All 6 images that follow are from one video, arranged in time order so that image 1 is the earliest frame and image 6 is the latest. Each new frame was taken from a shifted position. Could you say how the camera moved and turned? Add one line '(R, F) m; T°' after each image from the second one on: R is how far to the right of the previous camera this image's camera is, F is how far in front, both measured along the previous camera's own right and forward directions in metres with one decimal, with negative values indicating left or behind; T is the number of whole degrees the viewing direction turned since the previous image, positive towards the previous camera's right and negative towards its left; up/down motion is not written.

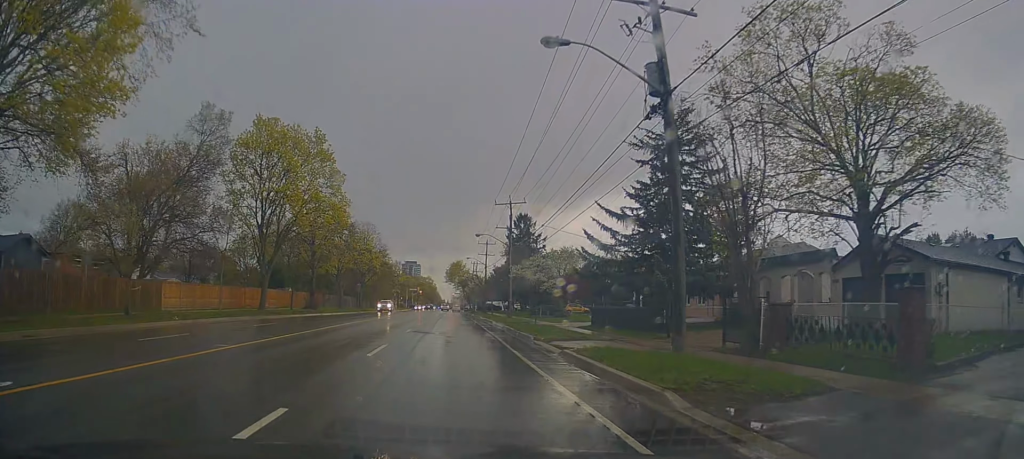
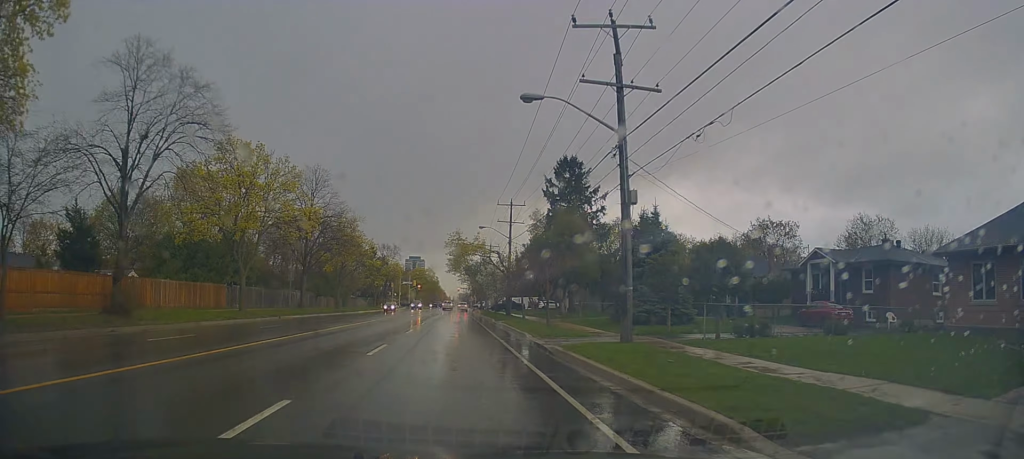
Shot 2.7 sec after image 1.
(+0.6, +35.1) m; -1°
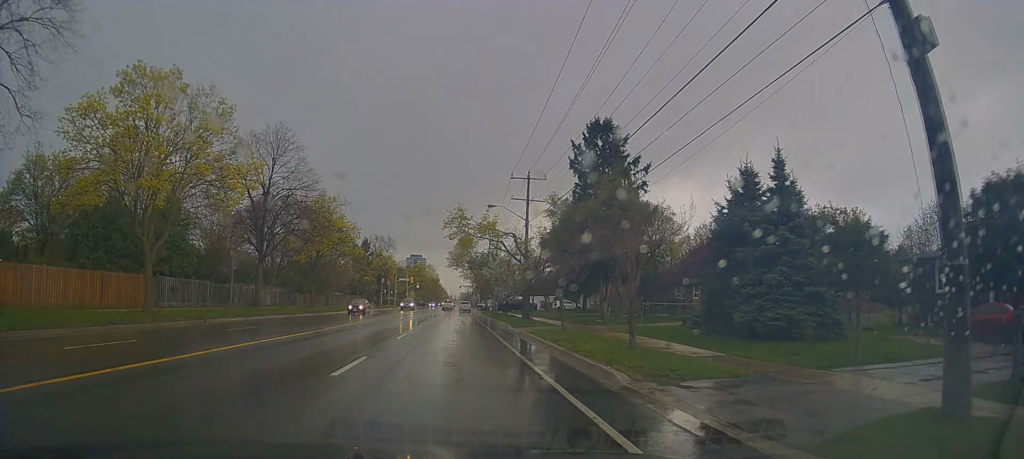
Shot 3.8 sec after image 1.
(-0.4, +12.6) m; +1°
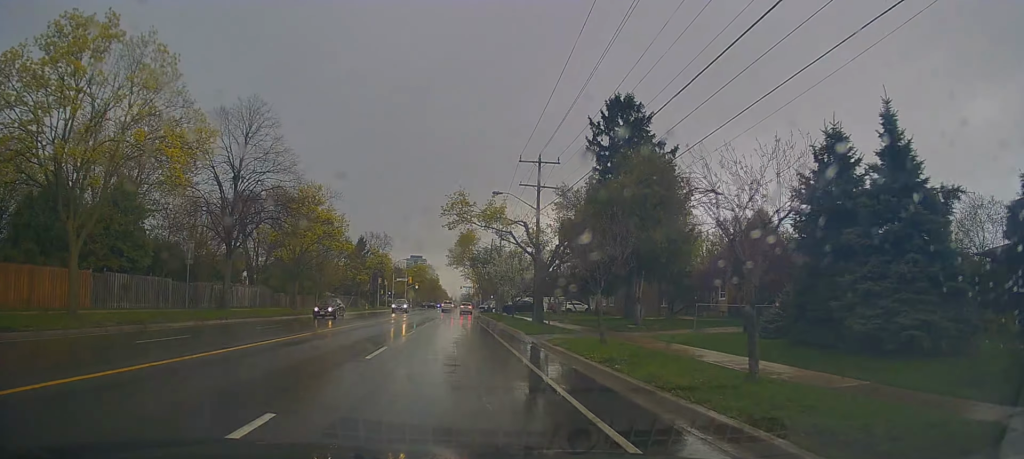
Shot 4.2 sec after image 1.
(+0.1, +5.8) m; +1°
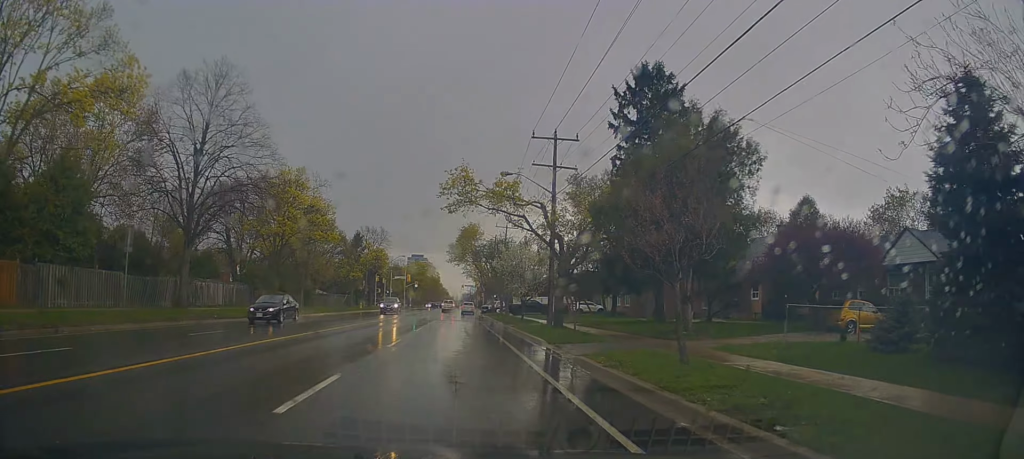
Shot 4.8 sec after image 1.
(+0.5, +6.2) m; 0°
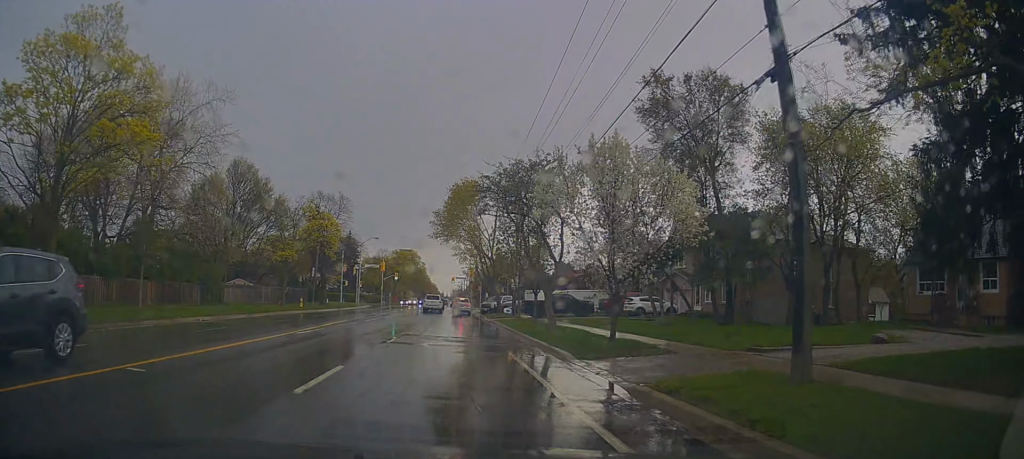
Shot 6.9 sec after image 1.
(-1.0, +25.0) m; 0°
